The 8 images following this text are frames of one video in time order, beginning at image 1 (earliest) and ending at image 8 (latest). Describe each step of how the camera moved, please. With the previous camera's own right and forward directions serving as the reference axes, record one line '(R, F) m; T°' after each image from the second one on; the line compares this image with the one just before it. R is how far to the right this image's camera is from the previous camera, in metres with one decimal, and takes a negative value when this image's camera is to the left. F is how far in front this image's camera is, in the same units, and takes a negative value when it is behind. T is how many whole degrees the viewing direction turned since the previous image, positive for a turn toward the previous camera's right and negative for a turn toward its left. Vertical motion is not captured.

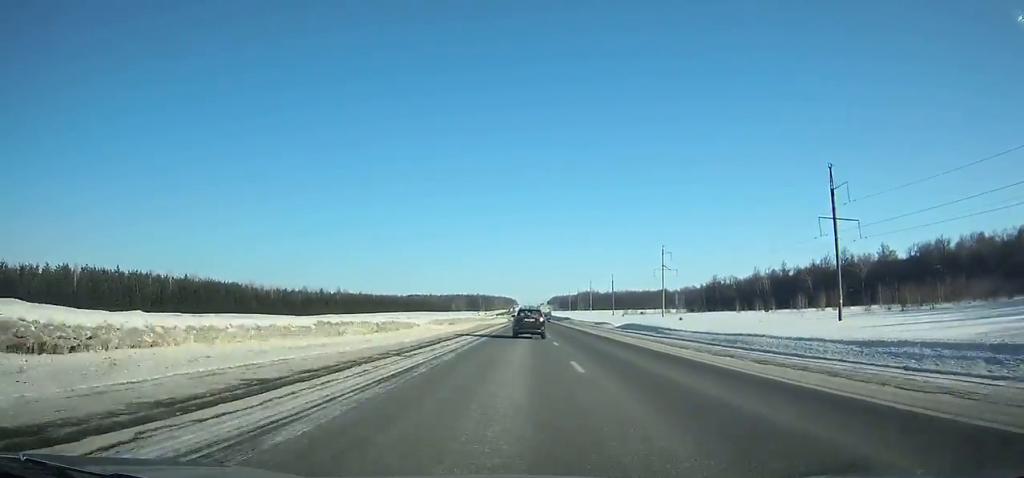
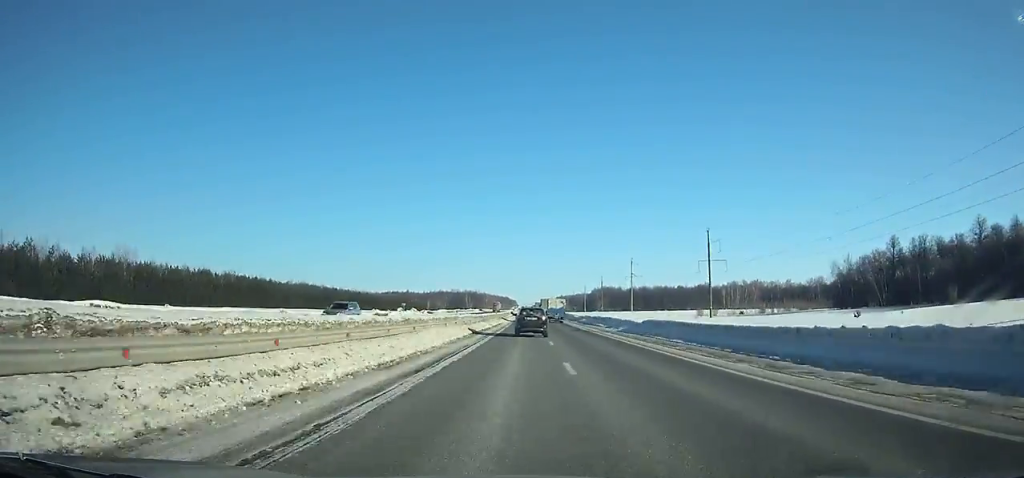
(+0.3, +163.0) m; 0°
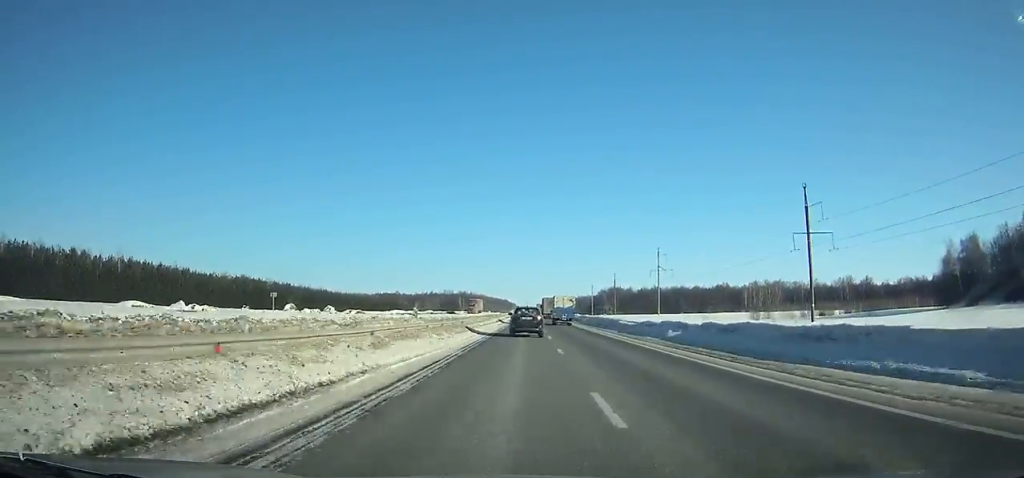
(0.0, +50.1) m; 0°
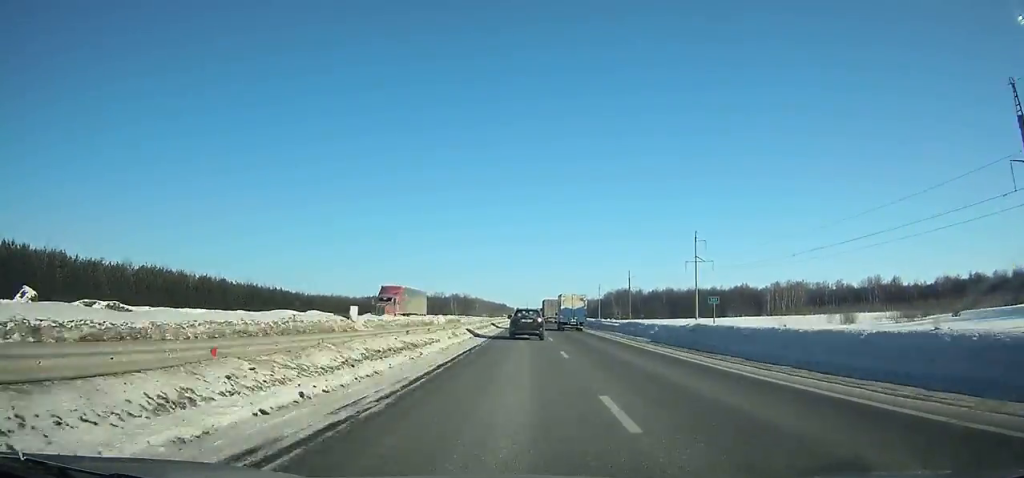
(0.0, +44.3) m; 0°
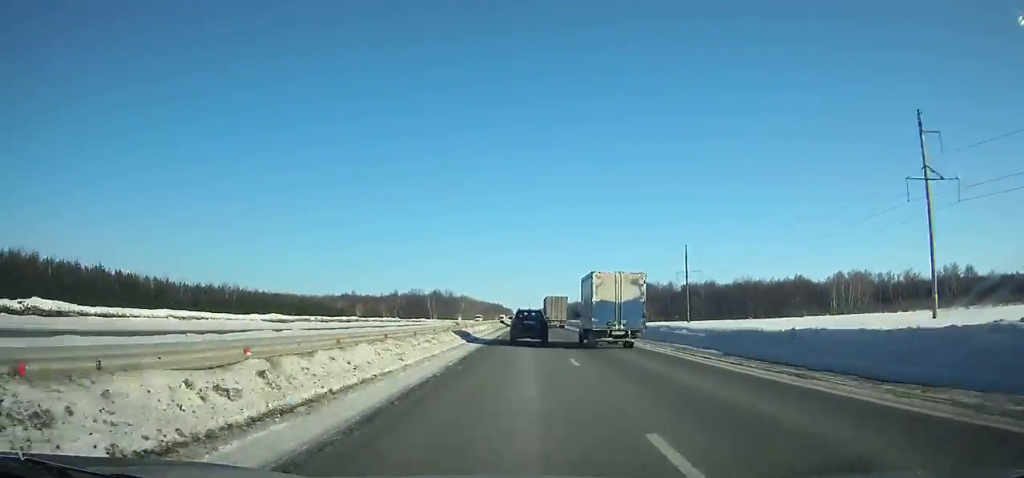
(+0.3, +92.1) m; 0°
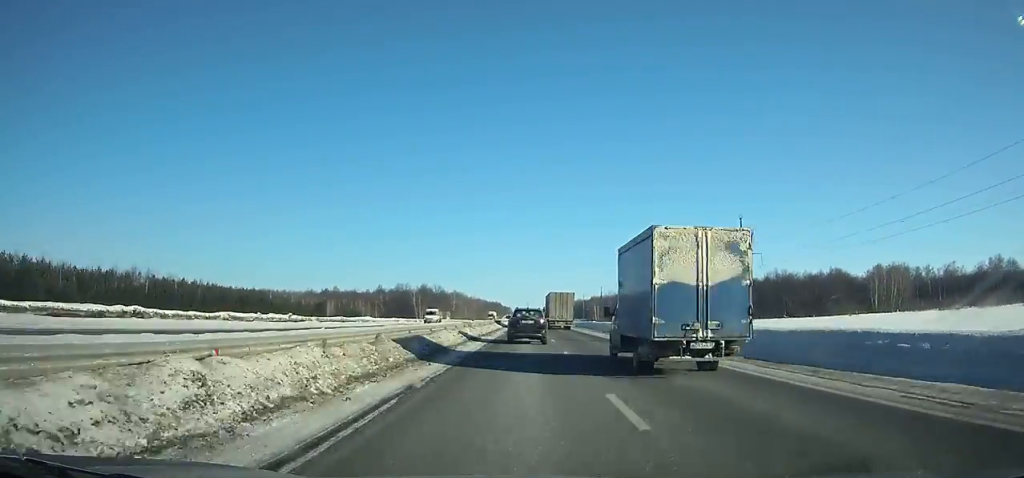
(0.0, +43.5) m; 0°
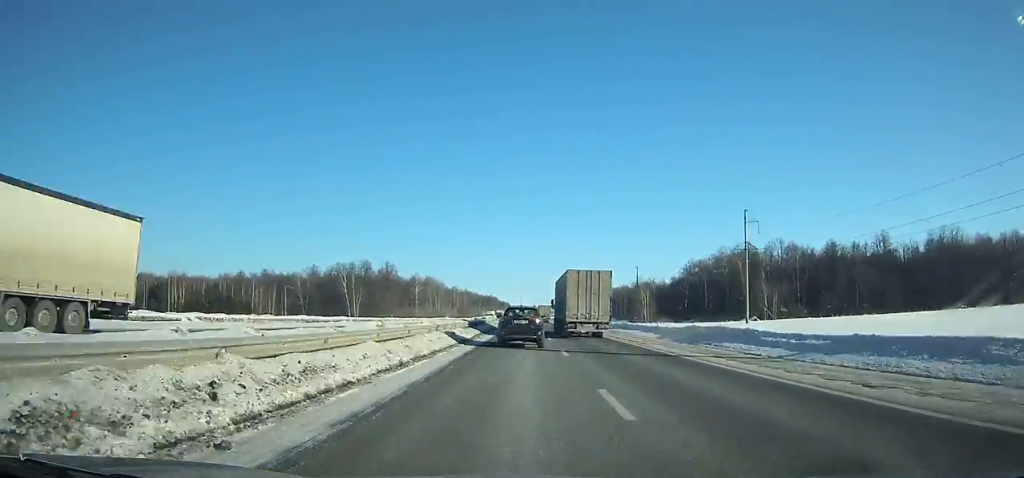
(+0.1, +120.4) m; 0°
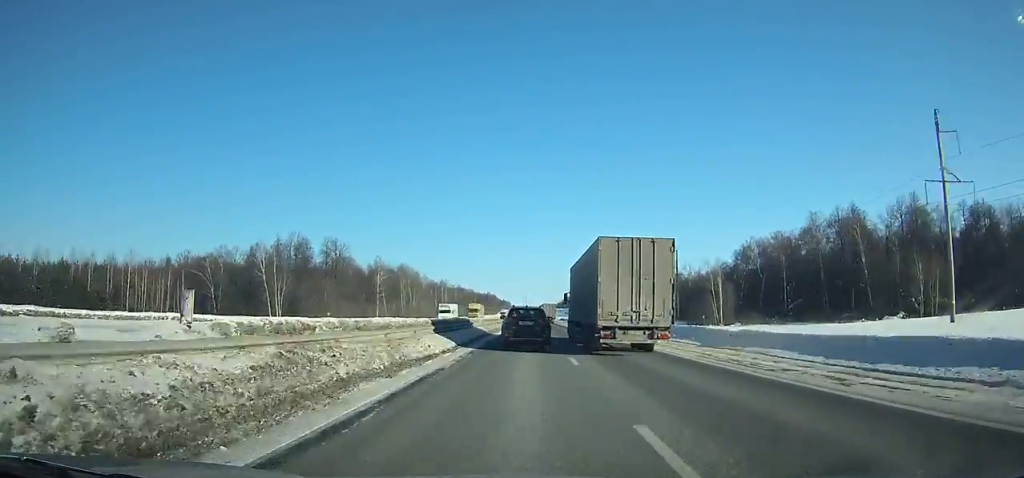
(-0.1, +65.5) m; 0°
